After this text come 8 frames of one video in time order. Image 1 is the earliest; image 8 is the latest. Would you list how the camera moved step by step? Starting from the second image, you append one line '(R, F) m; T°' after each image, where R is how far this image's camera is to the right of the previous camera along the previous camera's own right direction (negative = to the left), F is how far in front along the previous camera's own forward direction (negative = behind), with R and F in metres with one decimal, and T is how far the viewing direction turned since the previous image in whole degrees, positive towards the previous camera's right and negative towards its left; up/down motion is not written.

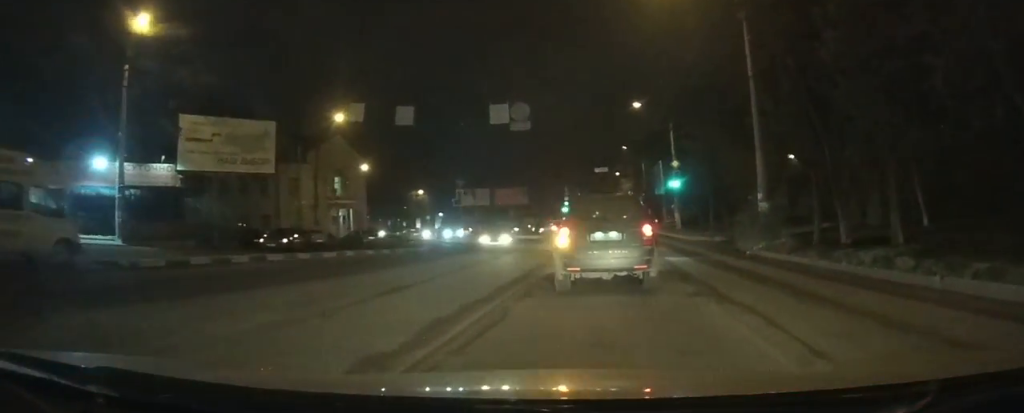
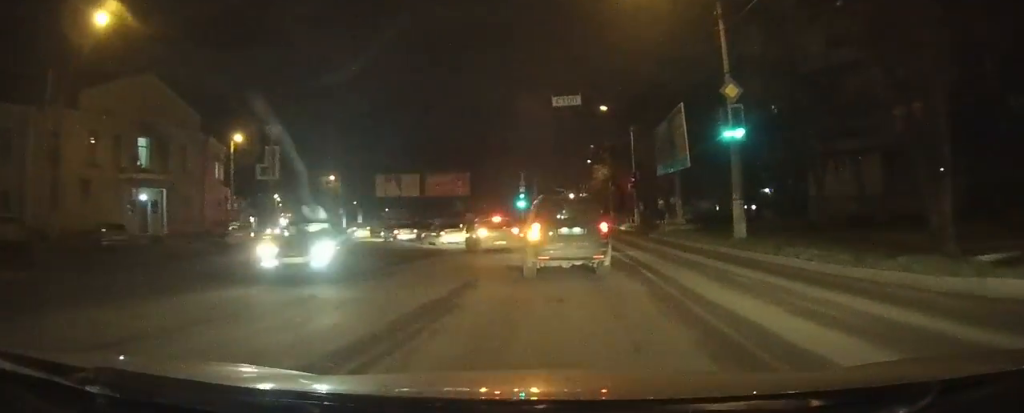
(+0.1, +20.7) m; -5°
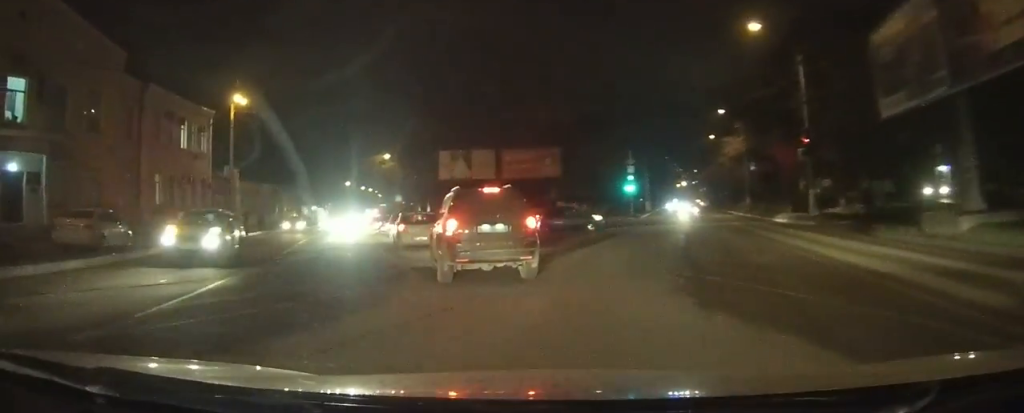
(-0.5, +16.5) m; -11°
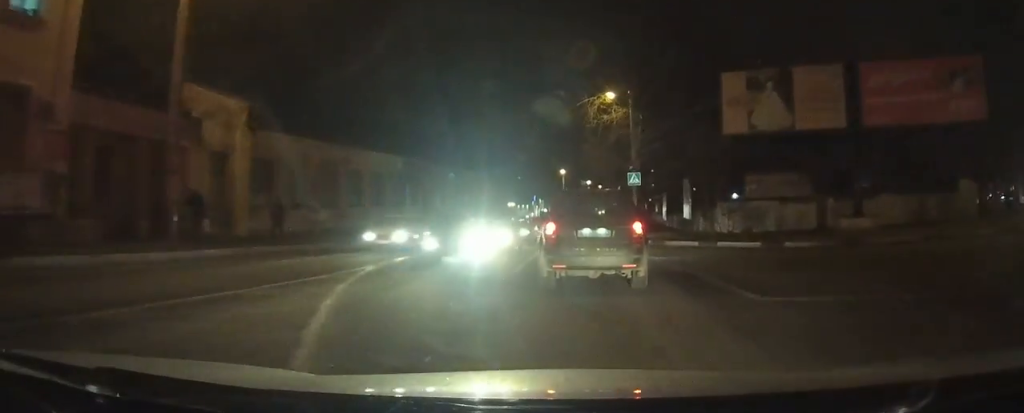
(-6.8, +34.2) m; -13°
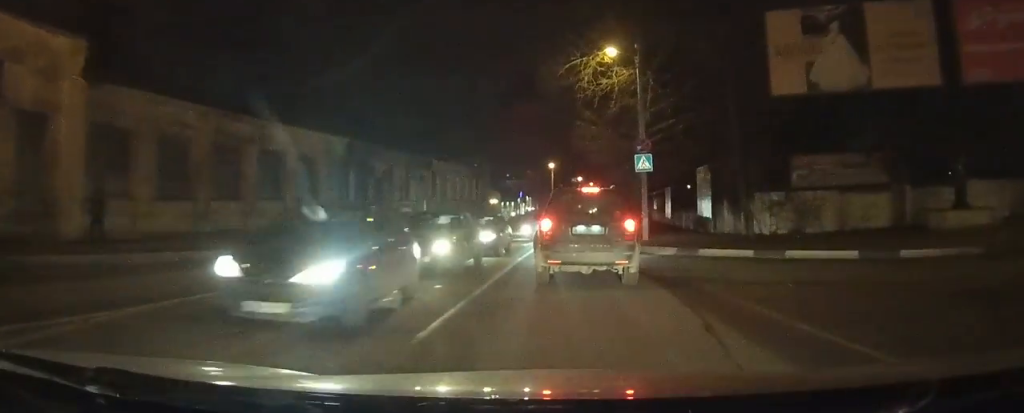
(-0.1, +9.6) m; -1°
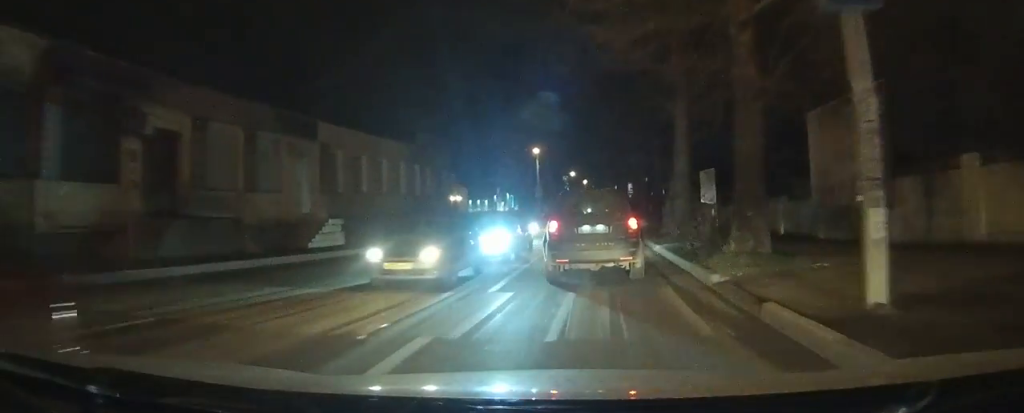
(+0.2, +21.1) m; +2°
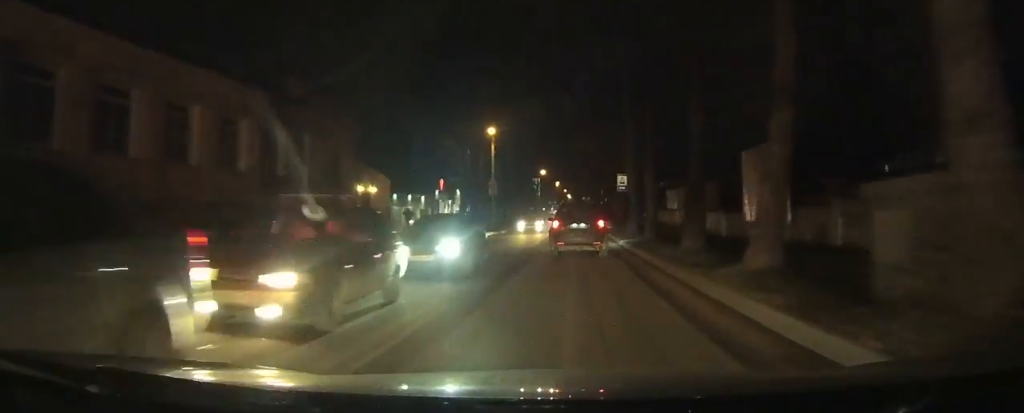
(+0.4, +19.1) m; +1°
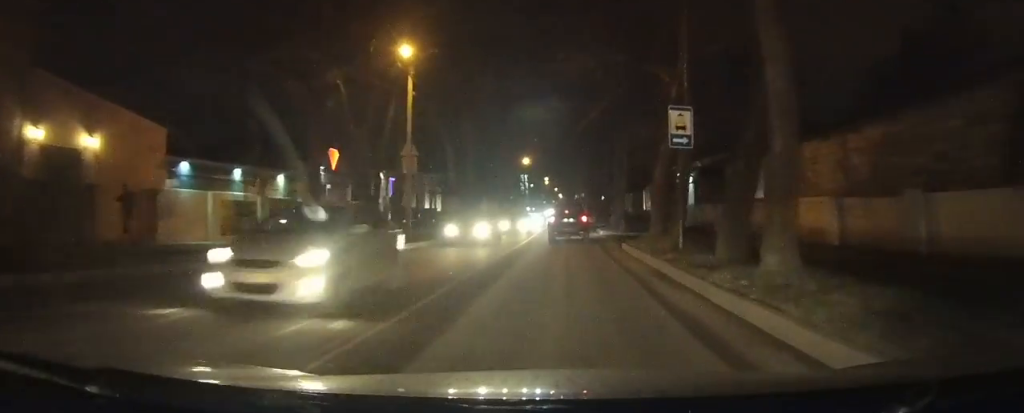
(0.0, +20.6) m; 0°
